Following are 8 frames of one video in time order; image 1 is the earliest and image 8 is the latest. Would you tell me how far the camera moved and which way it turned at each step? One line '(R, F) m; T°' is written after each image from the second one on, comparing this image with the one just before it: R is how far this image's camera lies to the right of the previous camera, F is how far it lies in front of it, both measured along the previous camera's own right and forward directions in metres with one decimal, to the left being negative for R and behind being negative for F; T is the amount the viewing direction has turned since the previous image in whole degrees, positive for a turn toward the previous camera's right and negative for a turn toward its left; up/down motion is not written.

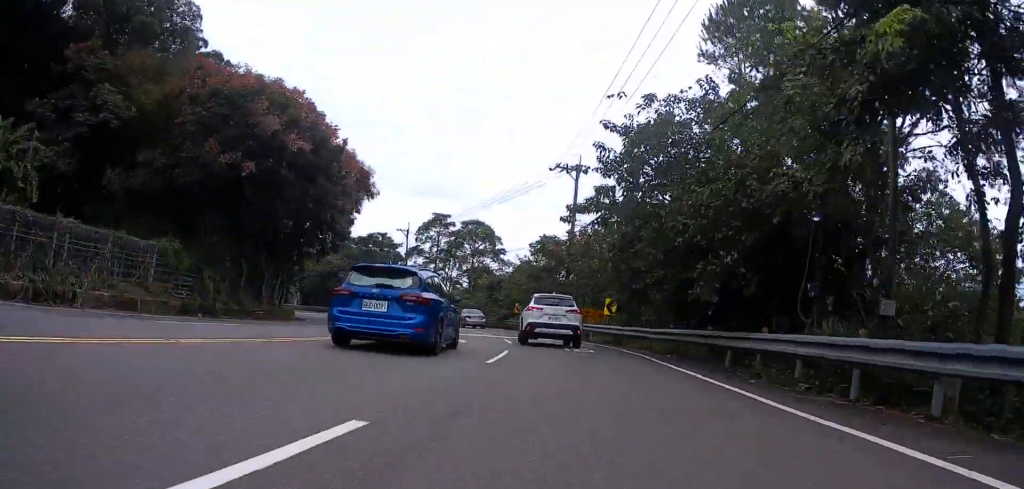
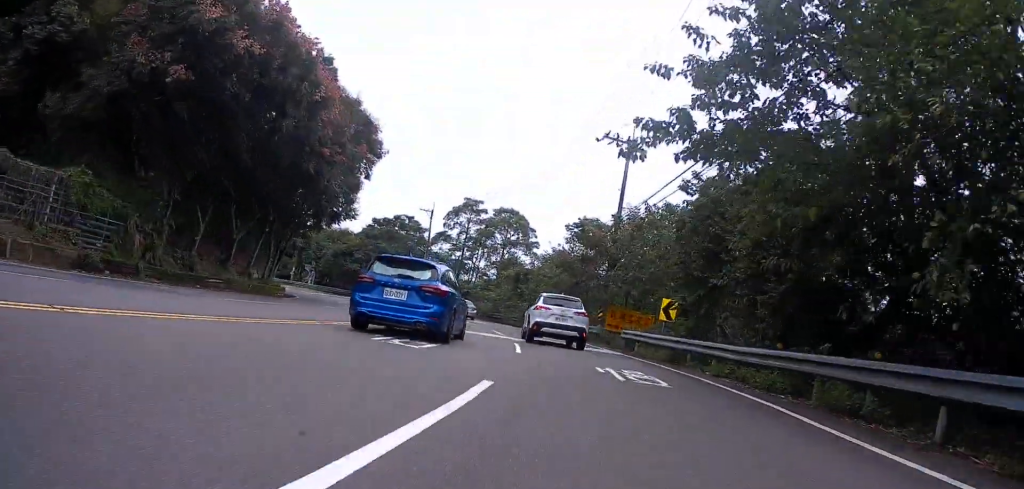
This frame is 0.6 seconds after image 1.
(+0.4, +7.6) m; -4°
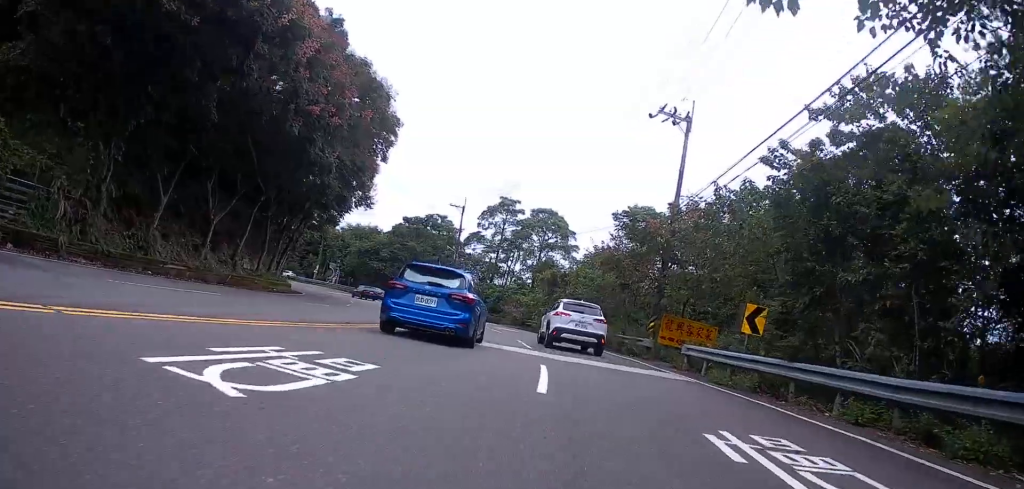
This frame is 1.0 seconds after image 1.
(-0.7, +4.8) m; -6°
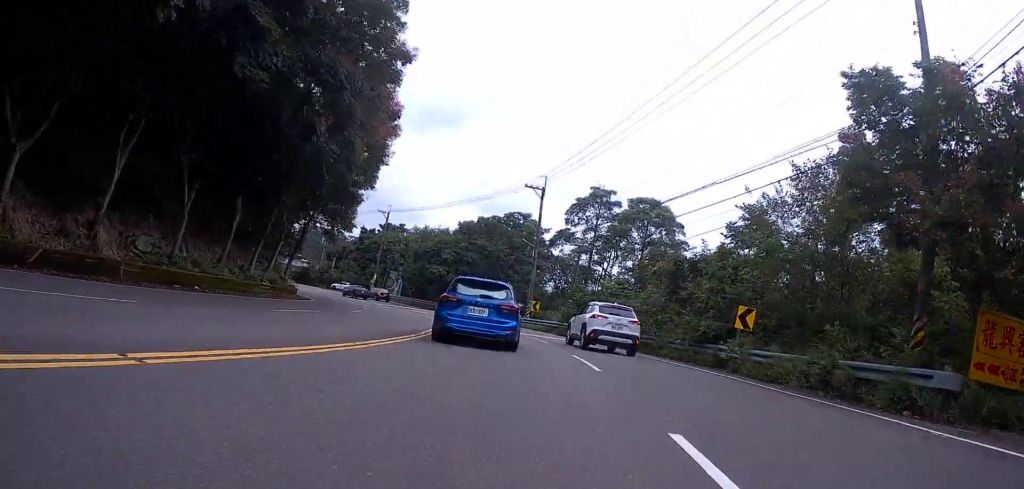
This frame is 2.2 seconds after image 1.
(-1.9, +12.7) m; -15°
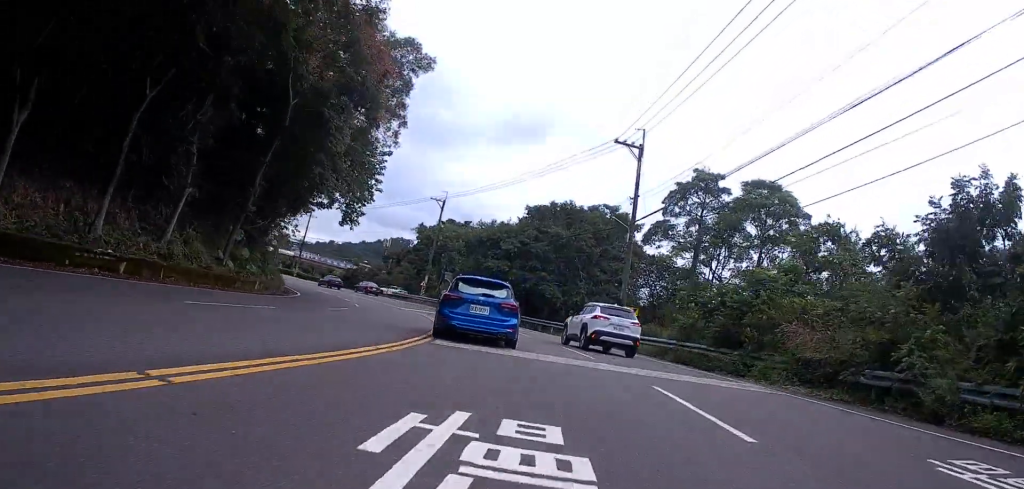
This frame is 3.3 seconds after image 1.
(-1.4, +13.4) m; -8°
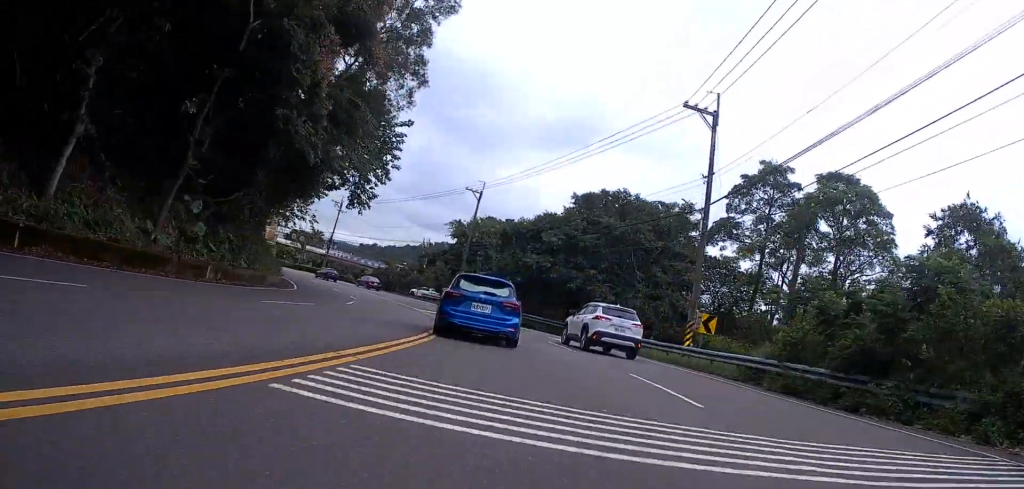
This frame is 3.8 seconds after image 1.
(-0.1, +6.7) m; -1°
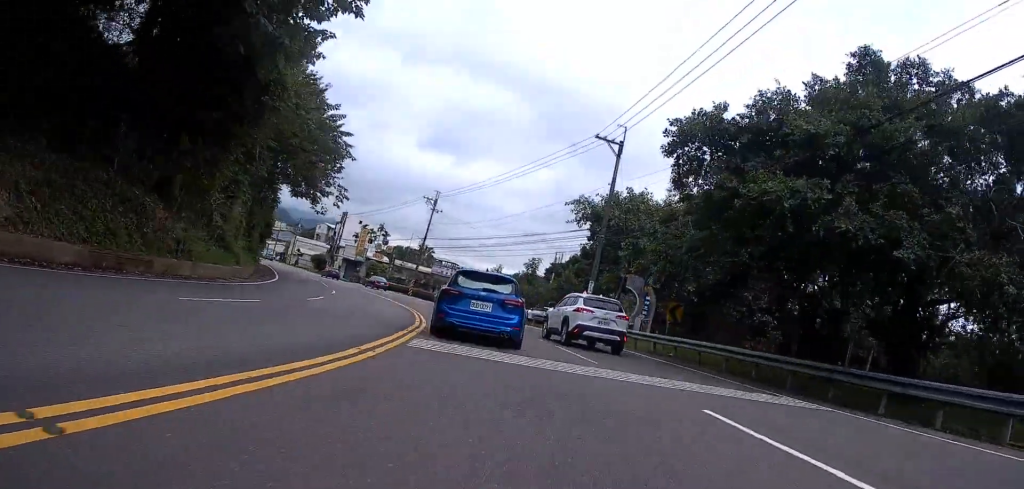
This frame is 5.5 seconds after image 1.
(0.0, +23.5) m; -3°
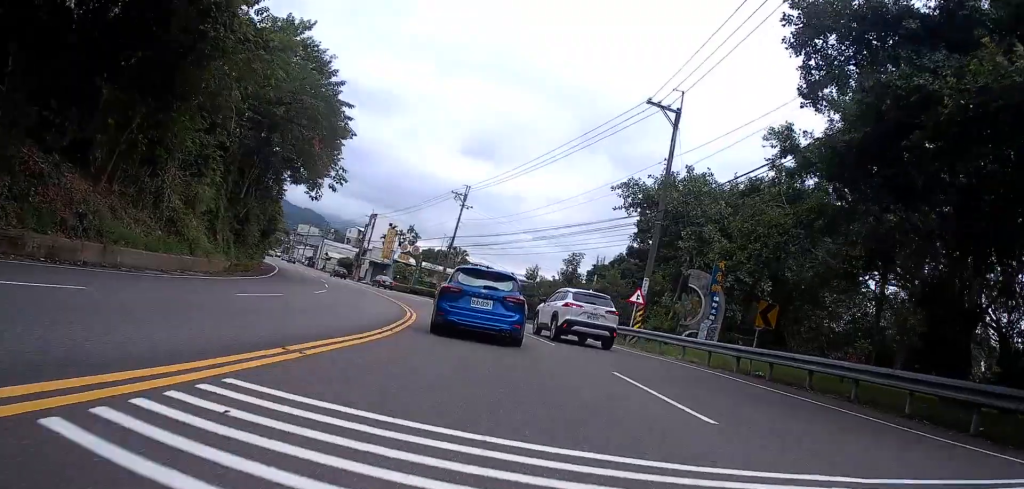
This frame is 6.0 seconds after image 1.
(-0.3, +7.0) m; -5°
